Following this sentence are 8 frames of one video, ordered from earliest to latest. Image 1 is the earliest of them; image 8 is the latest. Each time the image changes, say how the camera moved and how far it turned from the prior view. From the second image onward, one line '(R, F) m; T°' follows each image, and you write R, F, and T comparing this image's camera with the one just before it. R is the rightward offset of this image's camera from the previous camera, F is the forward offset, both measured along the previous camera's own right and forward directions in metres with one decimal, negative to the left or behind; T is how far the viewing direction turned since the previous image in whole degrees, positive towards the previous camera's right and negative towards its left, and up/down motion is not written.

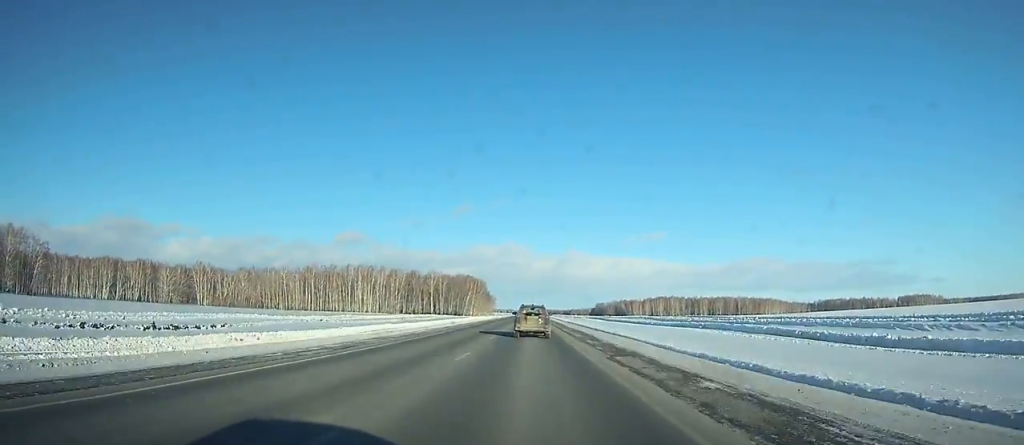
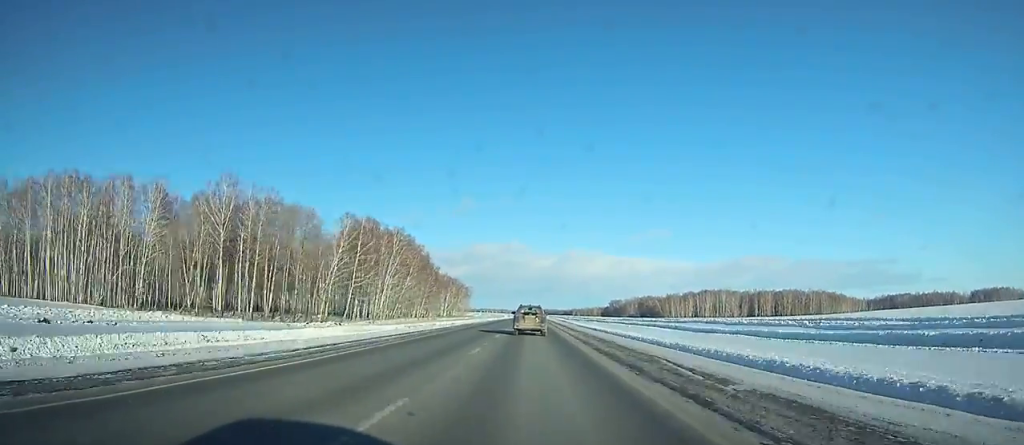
(-0.5, +207.2) m; 0°
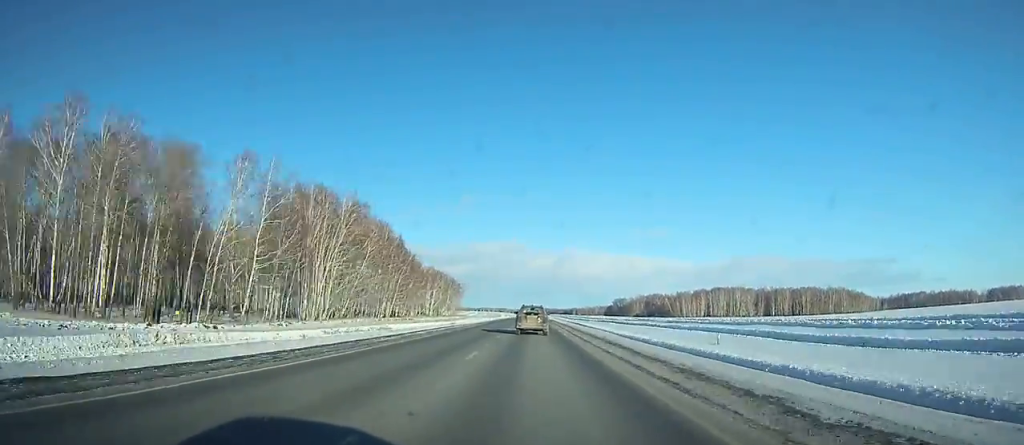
(0.0, +37.9) m; 0°
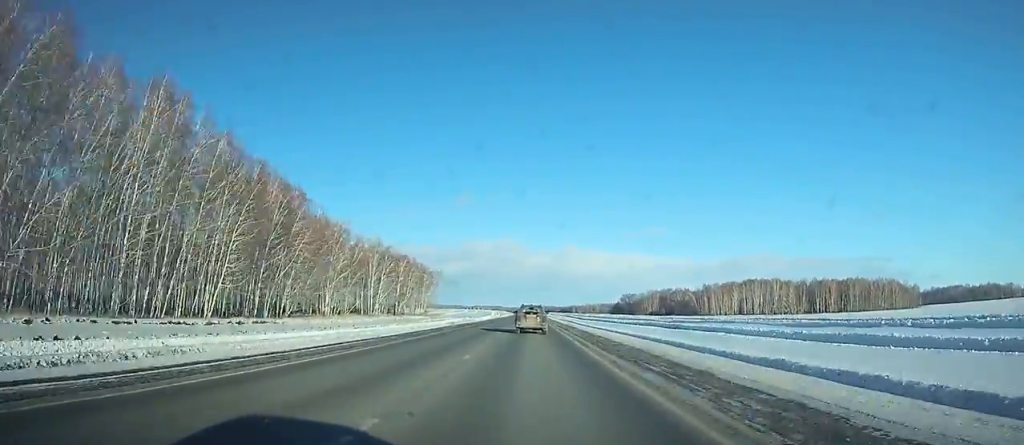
(+0.2, +84.1) m; 0°
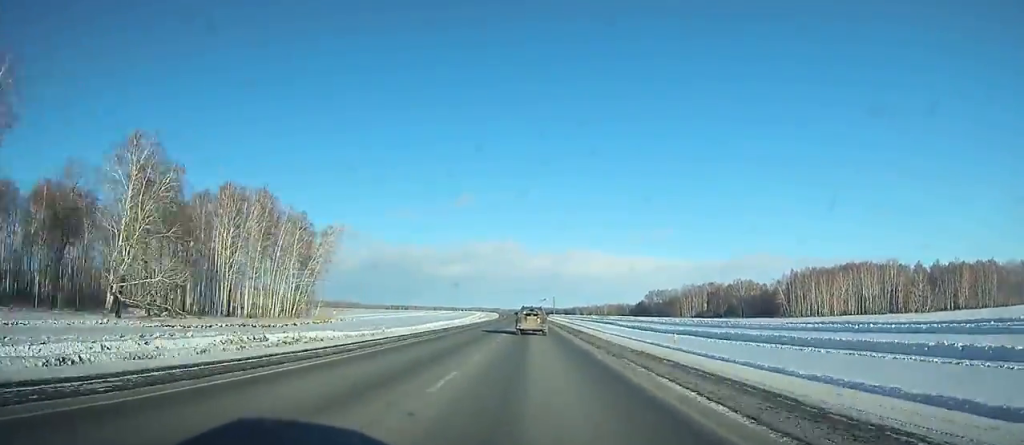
(+0.6, +137.2) m; +1°
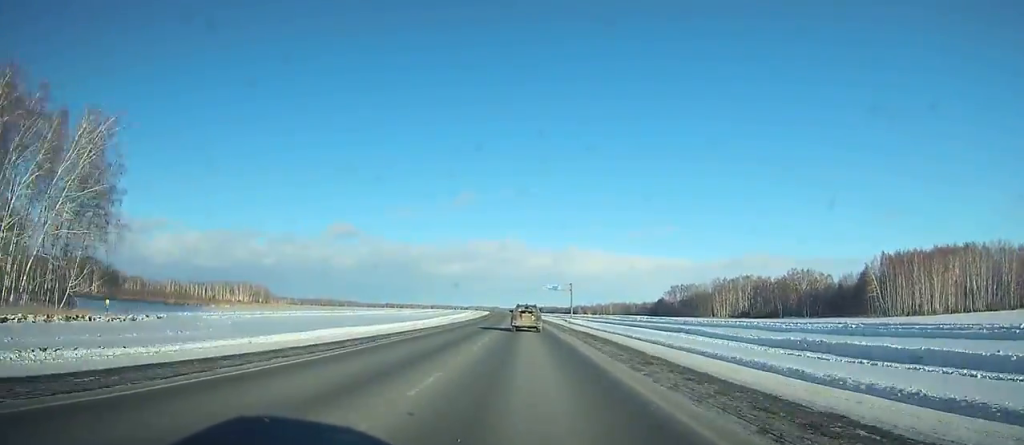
(+0.1, +73.0) m; 0°
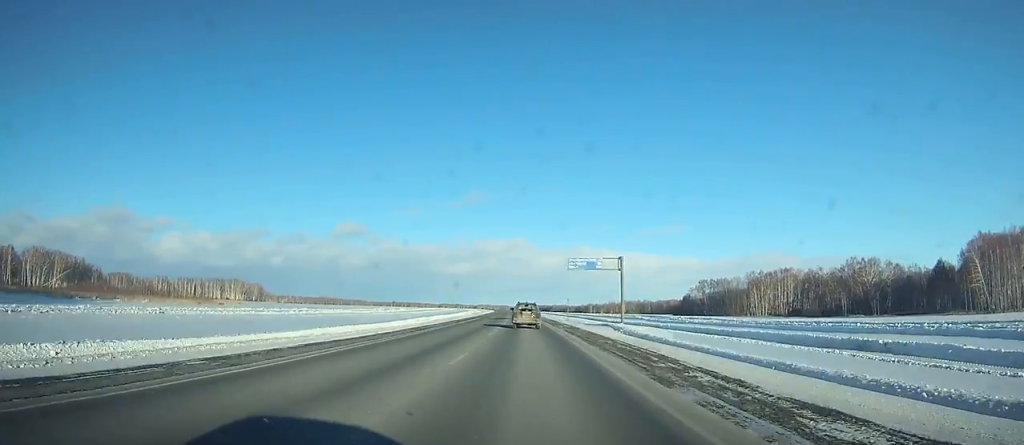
(-0.1, +44.6) m; -1°
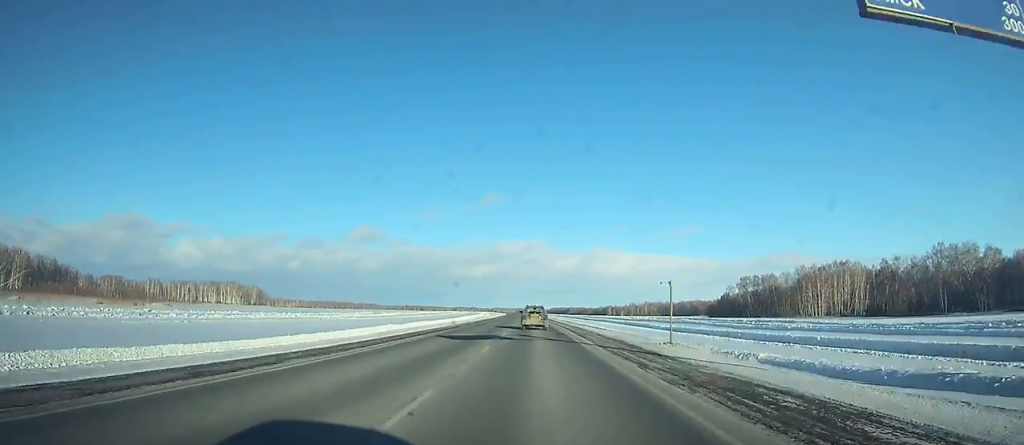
(-0.3, +44.3) m; -1°
